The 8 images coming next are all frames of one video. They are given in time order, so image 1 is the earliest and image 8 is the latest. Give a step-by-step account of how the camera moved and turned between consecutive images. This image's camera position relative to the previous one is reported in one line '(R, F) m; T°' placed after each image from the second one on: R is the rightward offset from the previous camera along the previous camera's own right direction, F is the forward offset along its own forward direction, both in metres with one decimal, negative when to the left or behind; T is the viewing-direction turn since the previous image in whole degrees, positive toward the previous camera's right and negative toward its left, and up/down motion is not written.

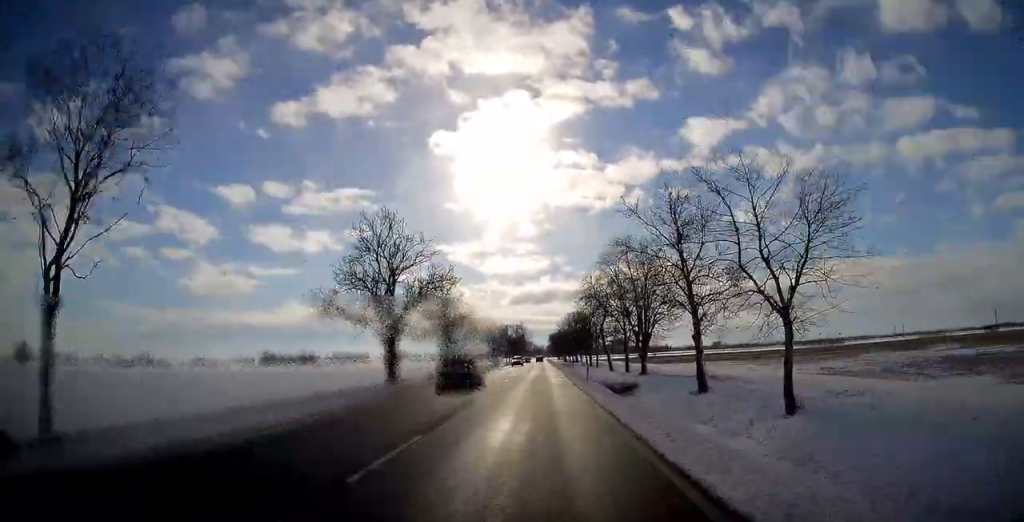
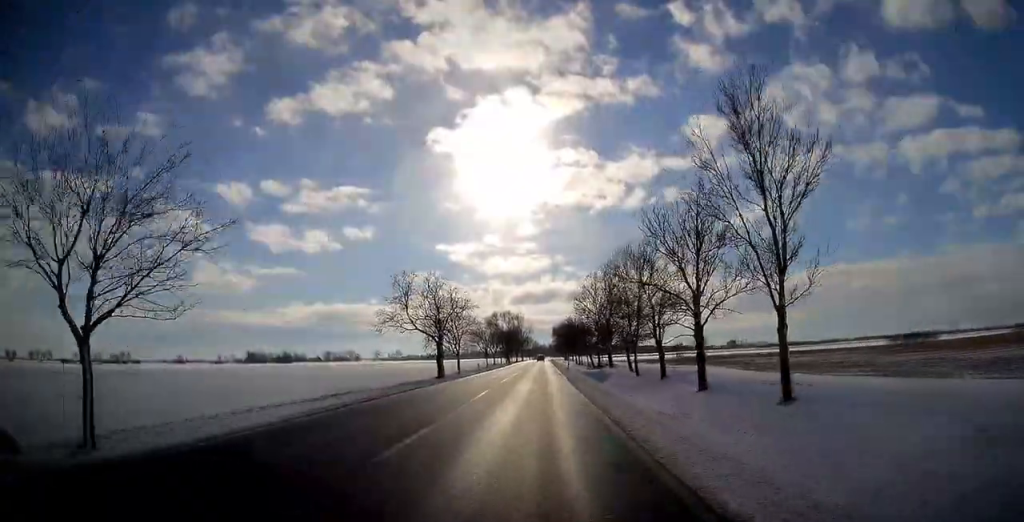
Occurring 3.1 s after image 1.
(-0.3, +70.1) m; 0°
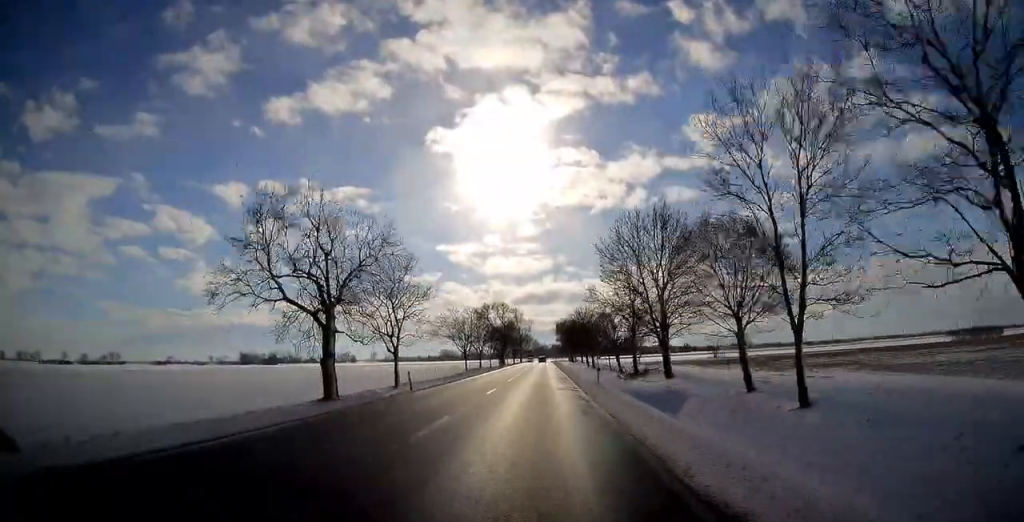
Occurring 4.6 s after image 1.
(0.0, +33.6) m; 0°
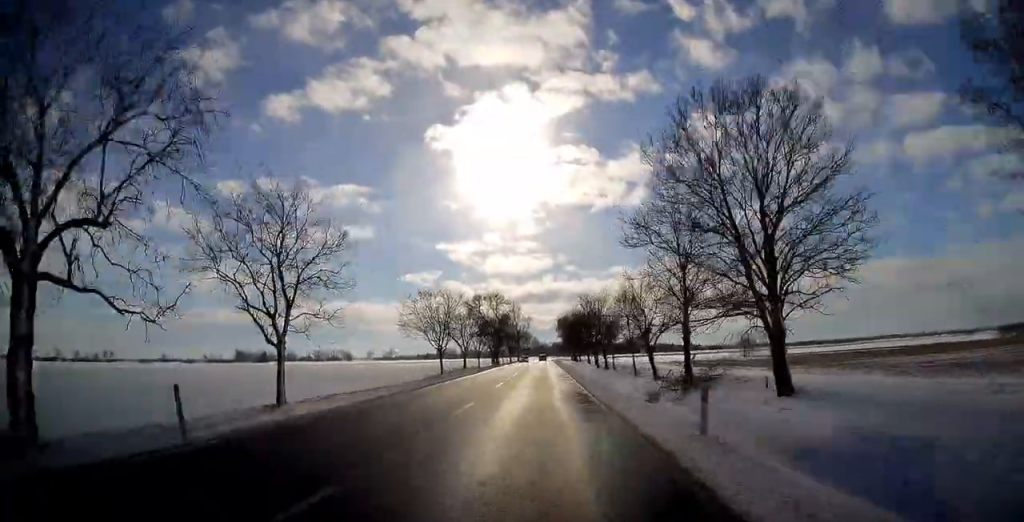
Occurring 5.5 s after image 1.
(0.0, +20.2) m; 0°
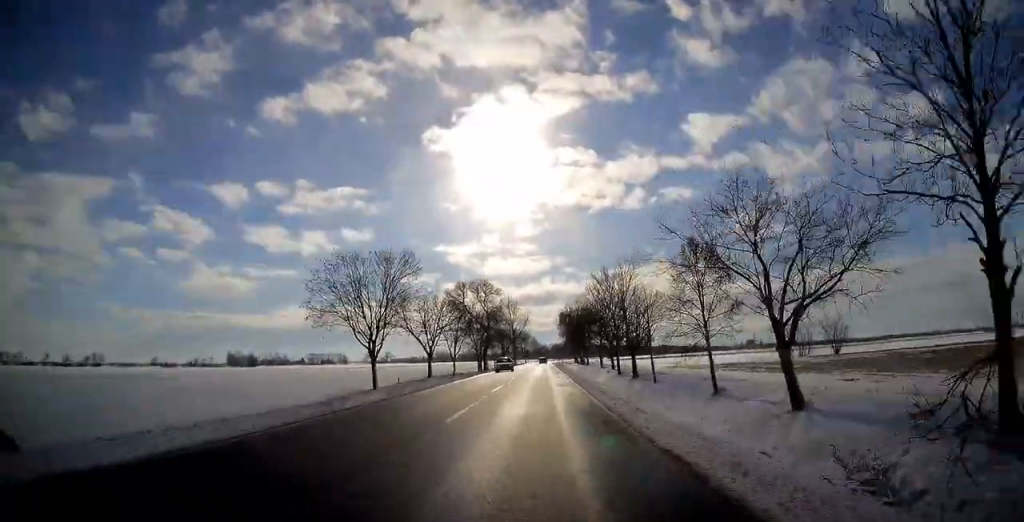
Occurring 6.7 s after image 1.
(0.0, +25.5) m; 0°
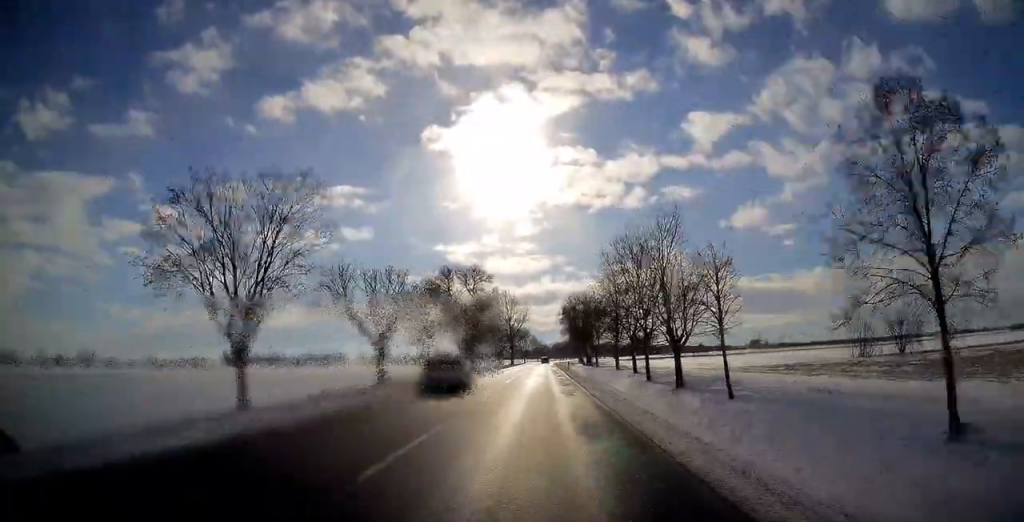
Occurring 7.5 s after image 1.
(0.0, +18.0) m; 0°
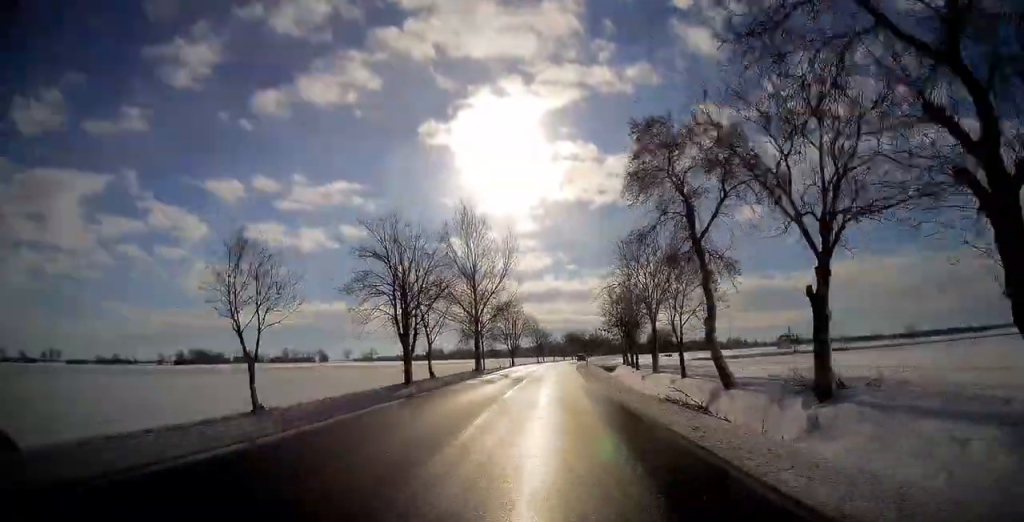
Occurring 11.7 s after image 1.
(+0.2, +94.7) m; +1°
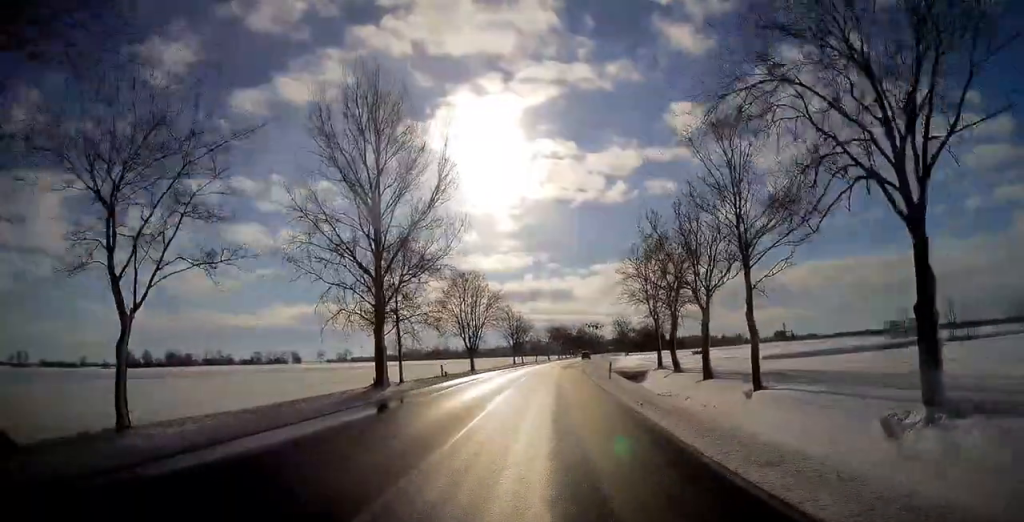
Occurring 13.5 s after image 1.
(+0.3, +38.7) m; +2°
